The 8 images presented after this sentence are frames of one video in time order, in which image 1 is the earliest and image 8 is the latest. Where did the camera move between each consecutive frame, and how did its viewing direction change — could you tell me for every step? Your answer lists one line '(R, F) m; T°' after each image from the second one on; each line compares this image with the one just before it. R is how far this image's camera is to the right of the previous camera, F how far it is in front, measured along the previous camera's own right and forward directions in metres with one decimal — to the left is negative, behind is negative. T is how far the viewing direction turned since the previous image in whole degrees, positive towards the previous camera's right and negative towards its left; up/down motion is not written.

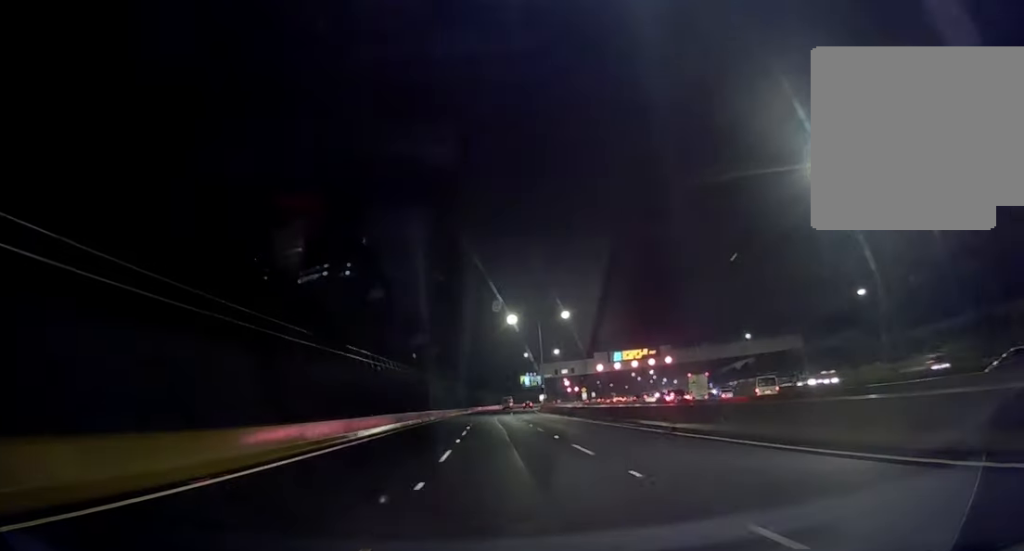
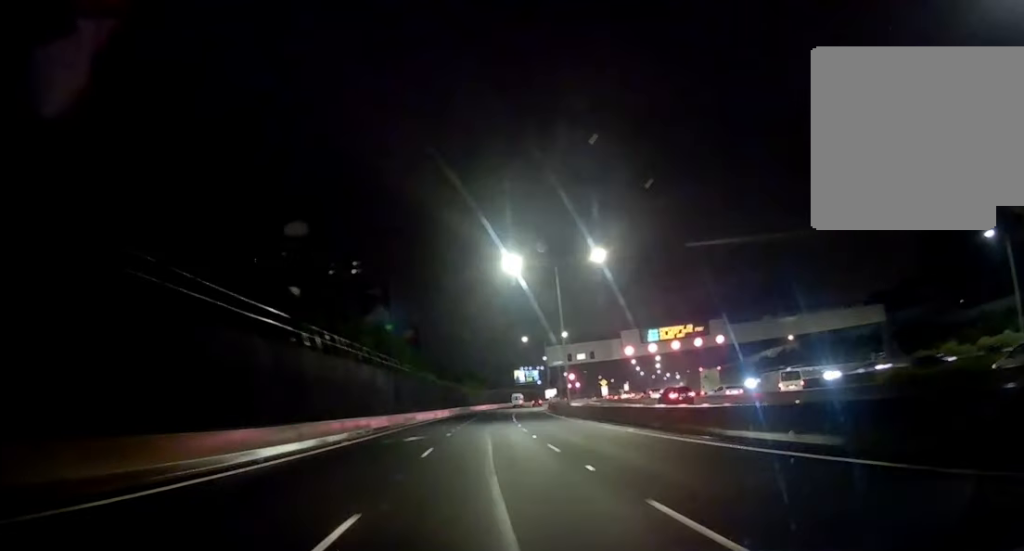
(+0.5, +33.9) m; +1°
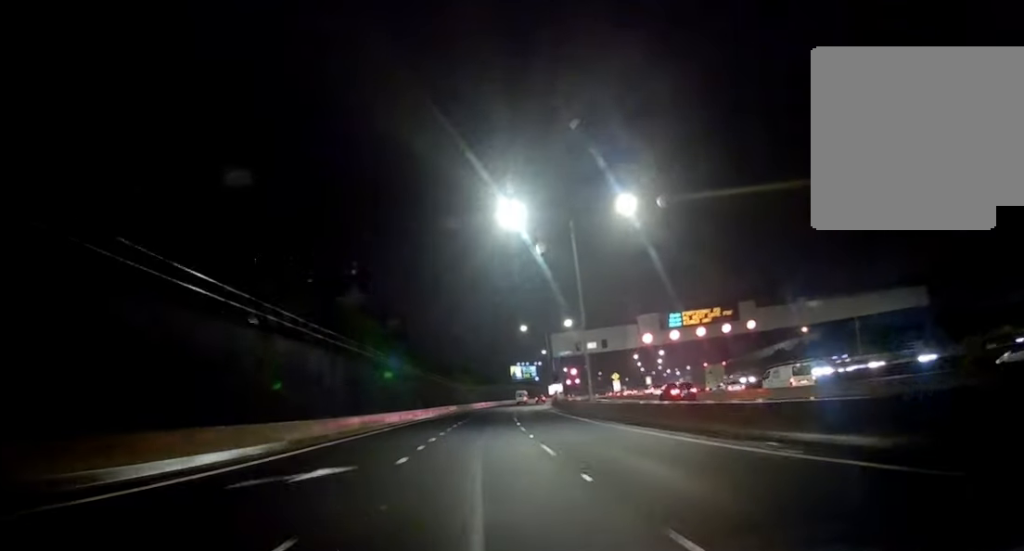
(0.0, +13.5) m; -1°
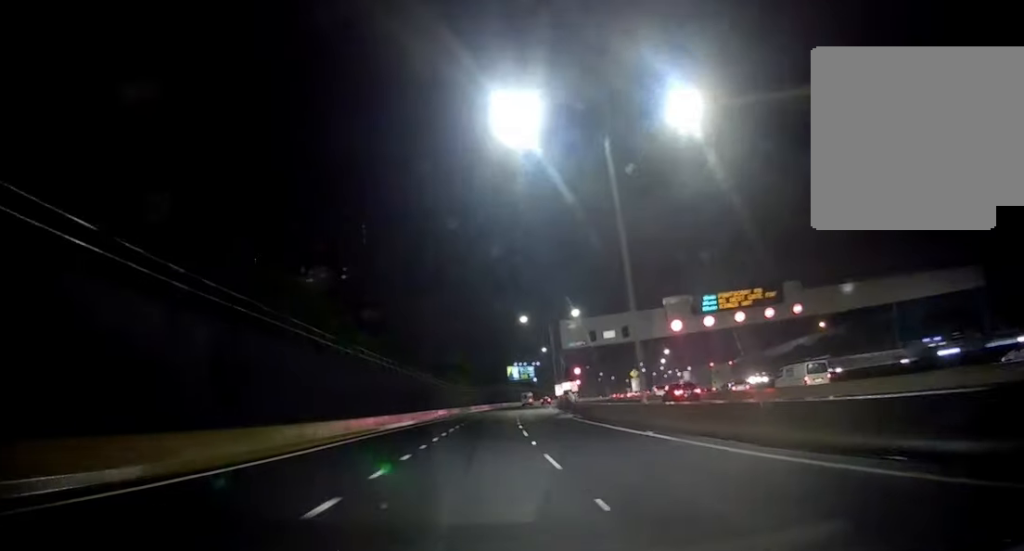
(+0.1, +14.3) m; -1°
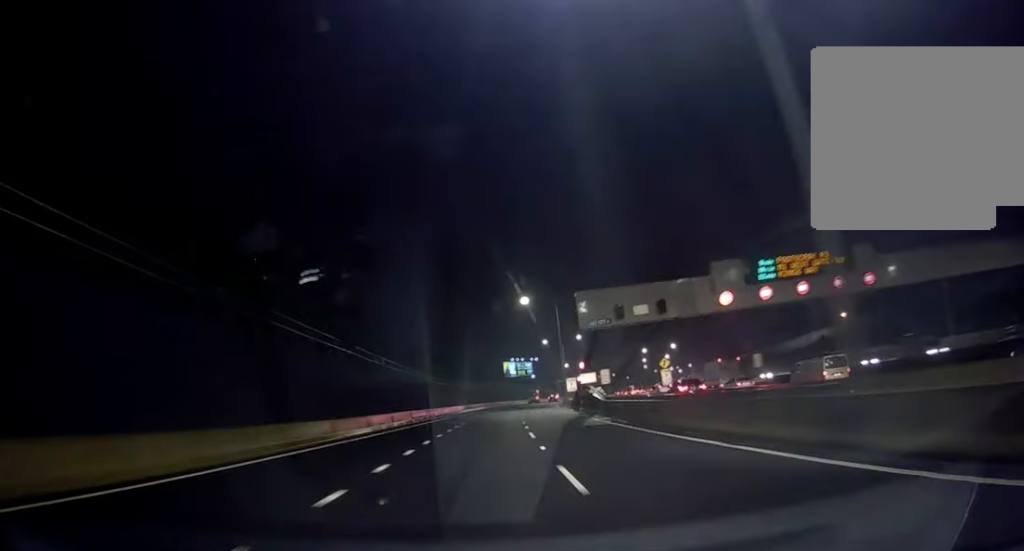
(-0.6, +15.2) m; +1°
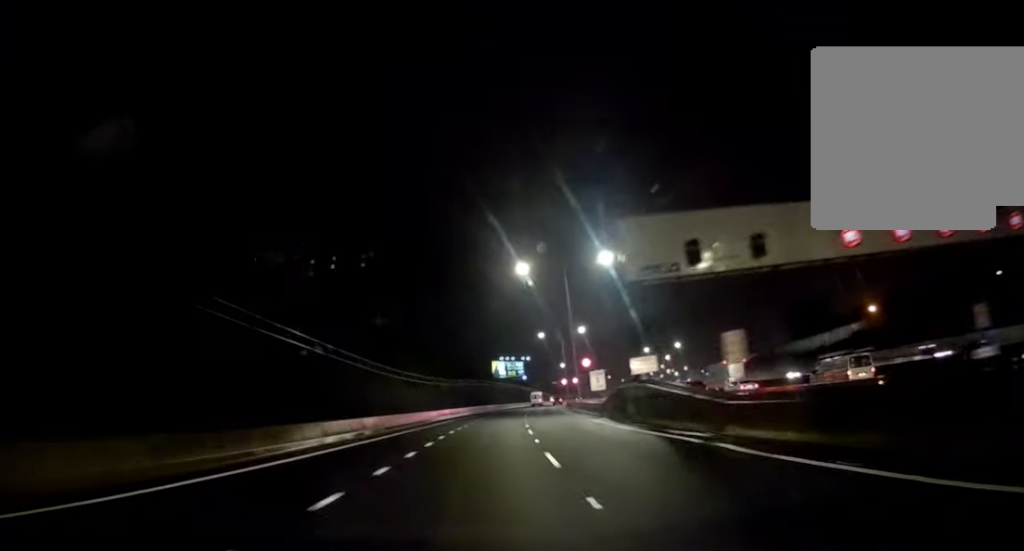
(+0.8, +20.7) m; +2°
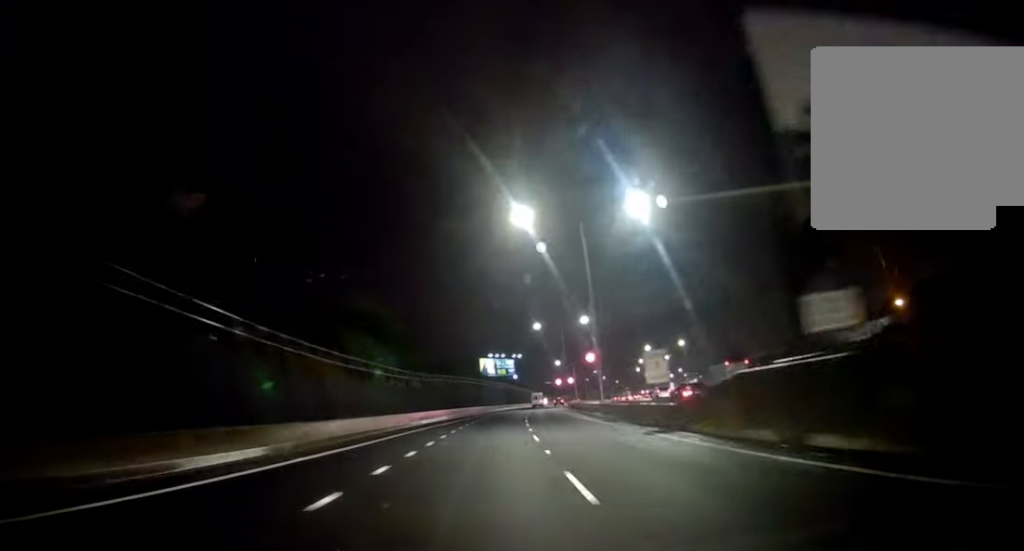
(+0.3, +15.9) m; 0°
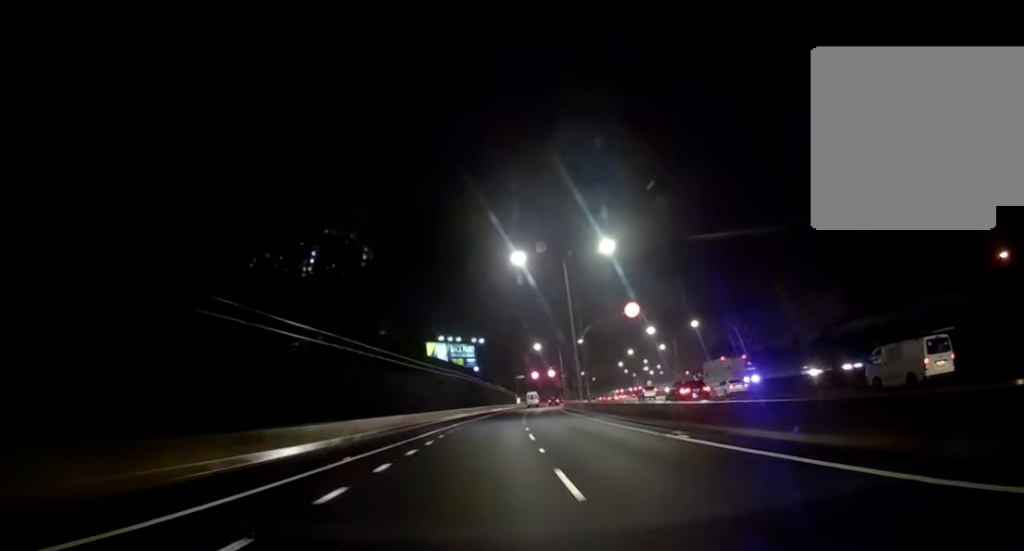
(-0.6, +46.3) m; +2°
